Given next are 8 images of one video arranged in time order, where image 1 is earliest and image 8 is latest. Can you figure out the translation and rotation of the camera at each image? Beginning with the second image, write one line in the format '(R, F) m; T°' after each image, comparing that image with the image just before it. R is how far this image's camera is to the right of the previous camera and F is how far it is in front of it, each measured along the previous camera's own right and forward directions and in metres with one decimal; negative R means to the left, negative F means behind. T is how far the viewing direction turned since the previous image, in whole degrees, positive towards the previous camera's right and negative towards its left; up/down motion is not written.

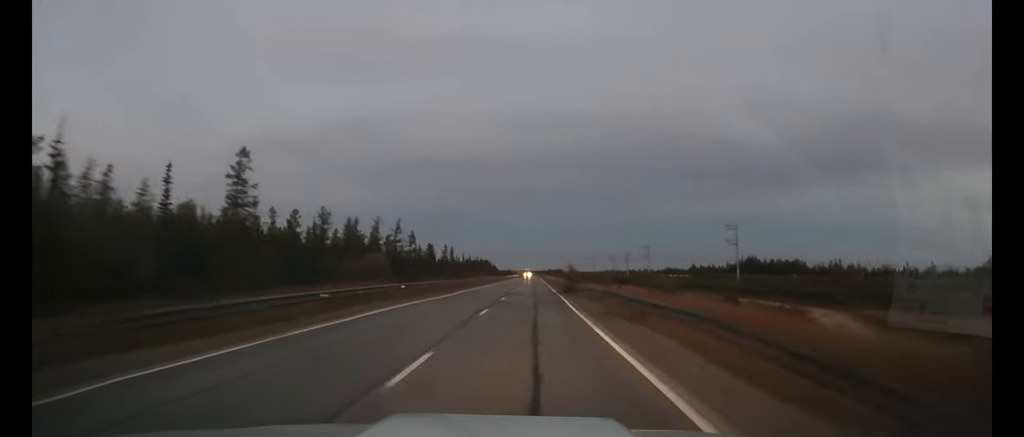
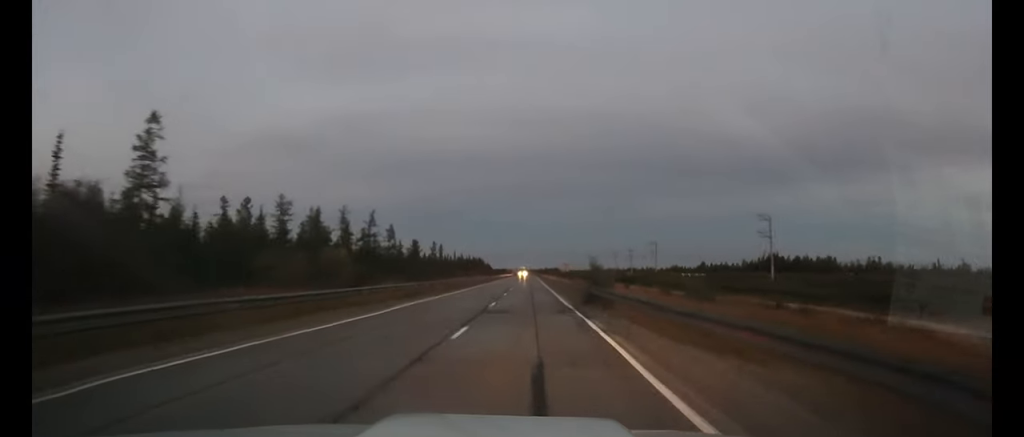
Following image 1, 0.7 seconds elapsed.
(0.0, +19.1) m; 0°
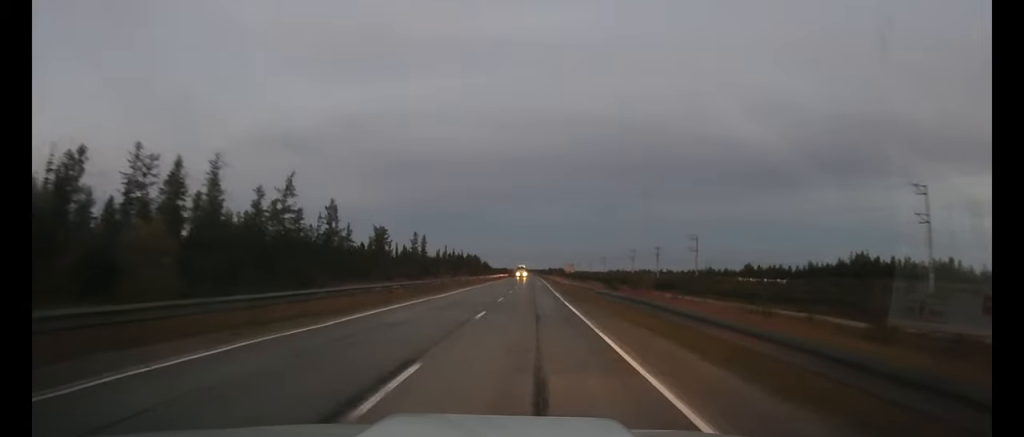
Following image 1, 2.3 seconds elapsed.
(+0.1, +43.4) m; 0°
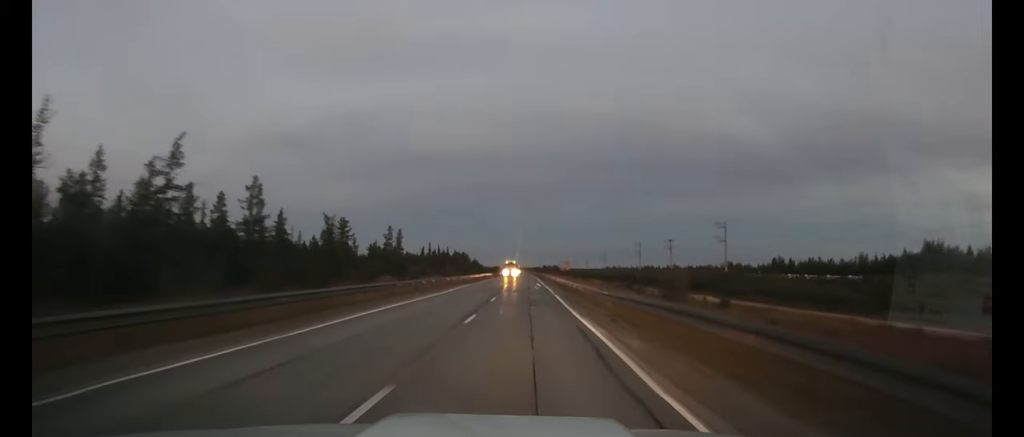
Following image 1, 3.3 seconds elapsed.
(-0.1, +25.8) m; 0°
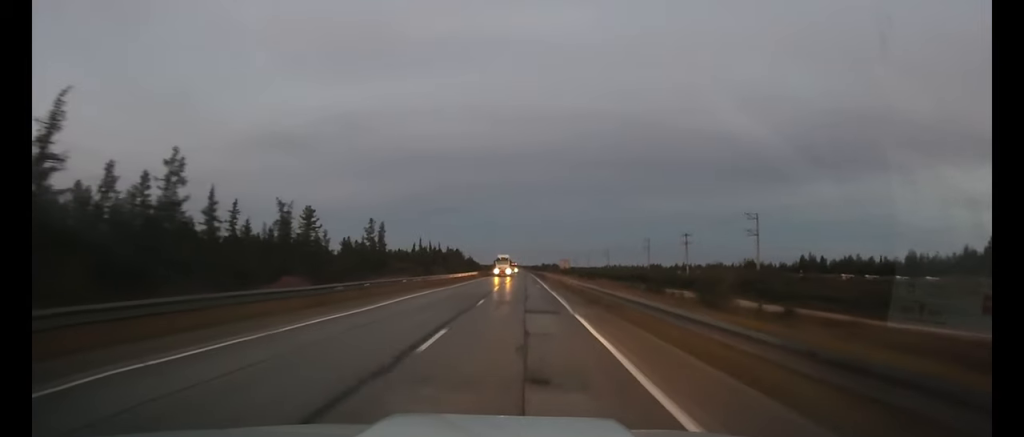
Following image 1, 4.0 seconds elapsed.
(0.0, +17.8) m; 0°
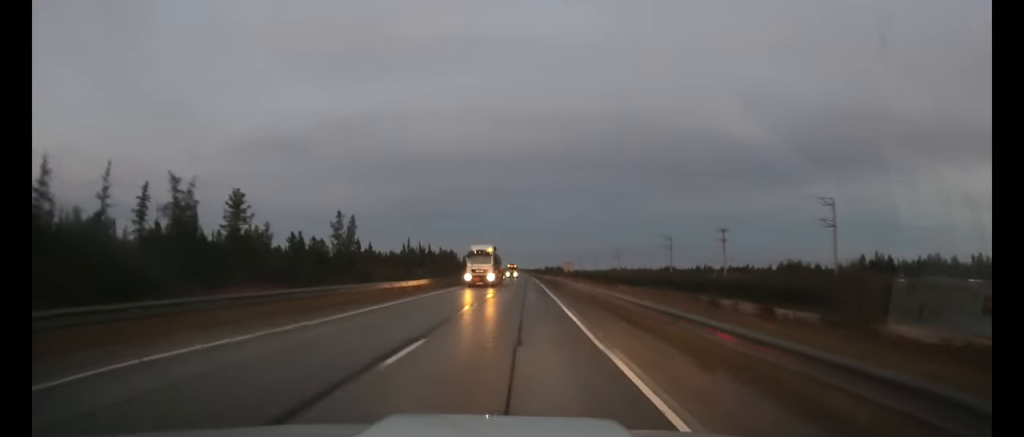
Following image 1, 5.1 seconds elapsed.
(+0.1, +26.7) m; 0°
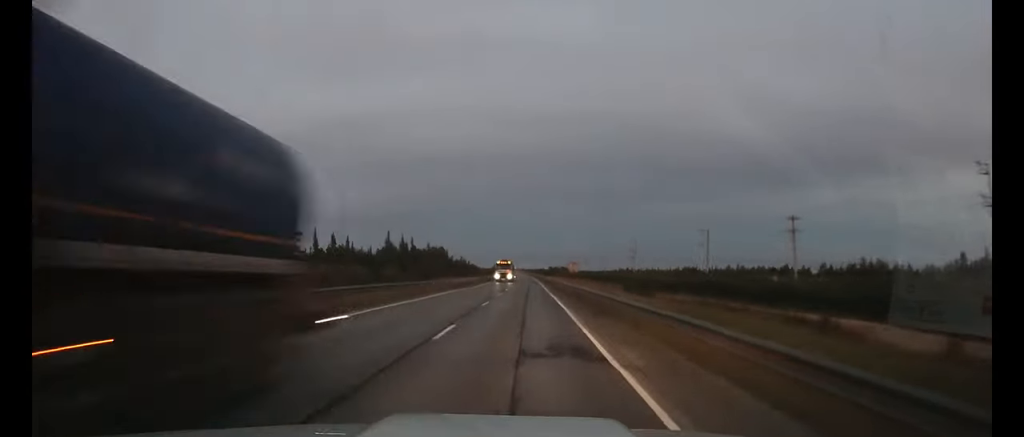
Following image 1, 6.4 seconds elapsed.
(0.0, +31.9) m; 0°
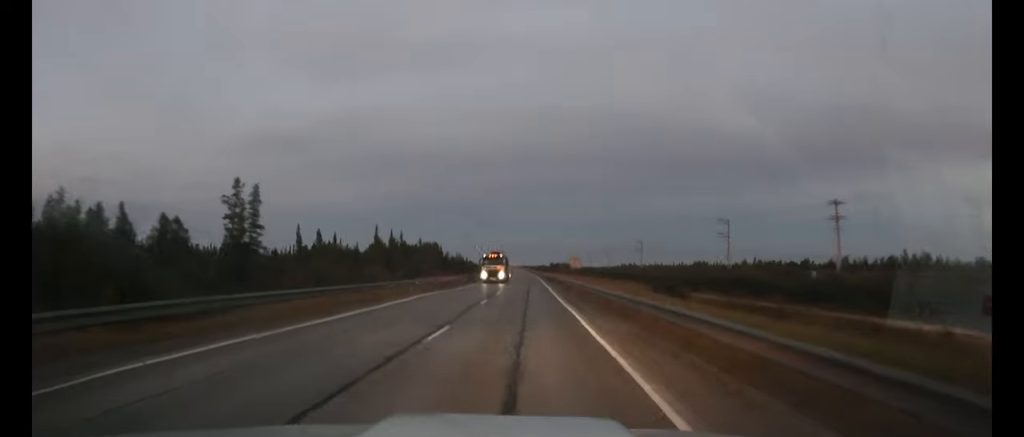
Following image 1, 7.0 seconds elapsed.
(0.0, +13.8) m; 0°
